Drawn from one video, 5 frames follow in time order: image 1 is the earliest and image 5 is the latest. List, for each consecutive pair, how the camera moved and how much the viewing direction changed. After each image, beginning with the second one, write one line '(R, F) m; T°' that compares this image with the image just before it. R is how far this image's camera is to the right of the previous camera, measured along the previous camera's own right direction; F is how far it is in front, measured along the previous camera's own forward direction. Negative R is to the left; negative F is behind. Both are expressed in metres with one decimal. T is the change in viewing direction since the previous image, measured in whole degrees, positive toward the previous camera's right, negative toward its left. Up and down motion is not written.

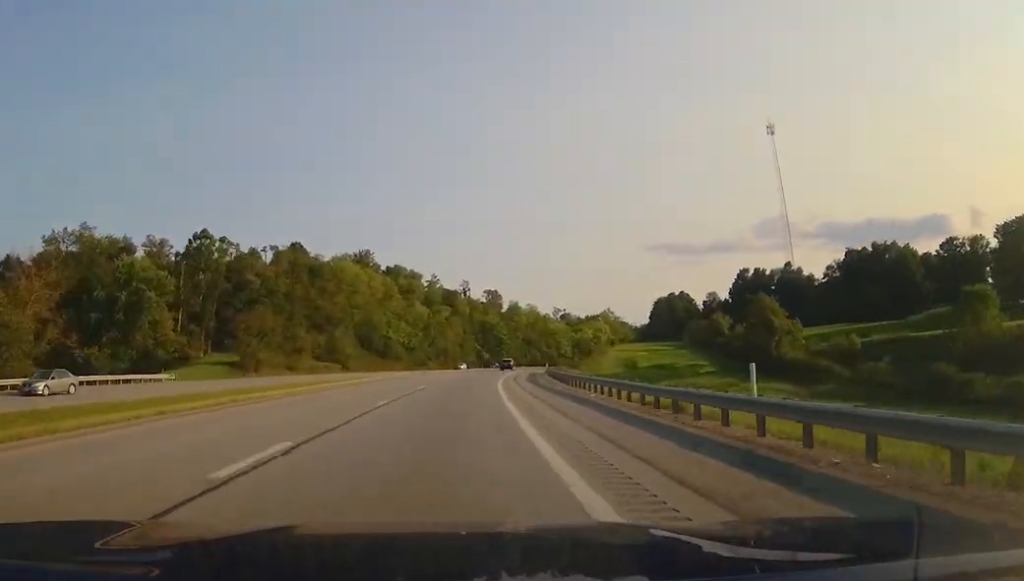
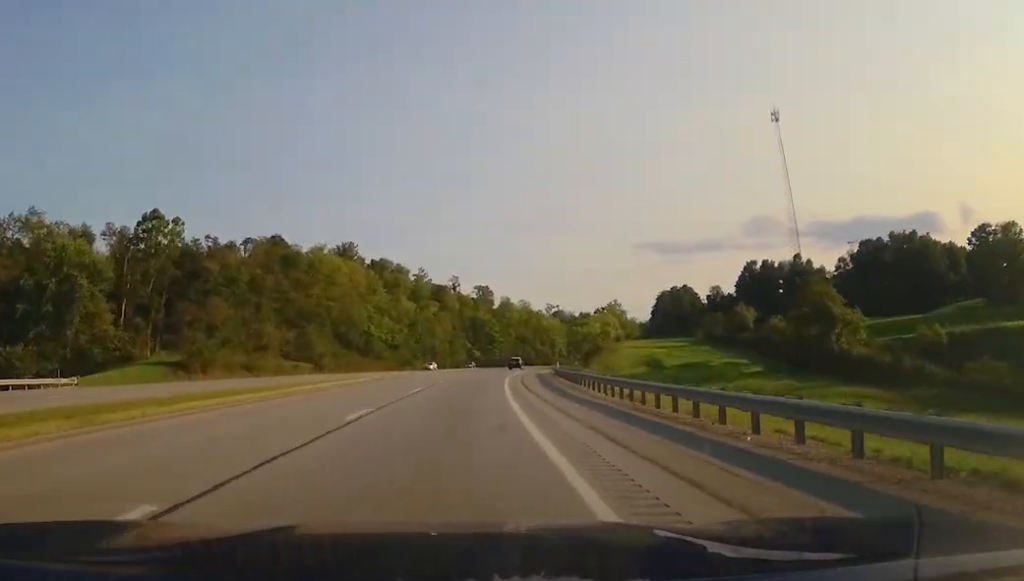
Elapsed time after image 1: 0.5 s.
(+0.1, +16.8) m; +1°
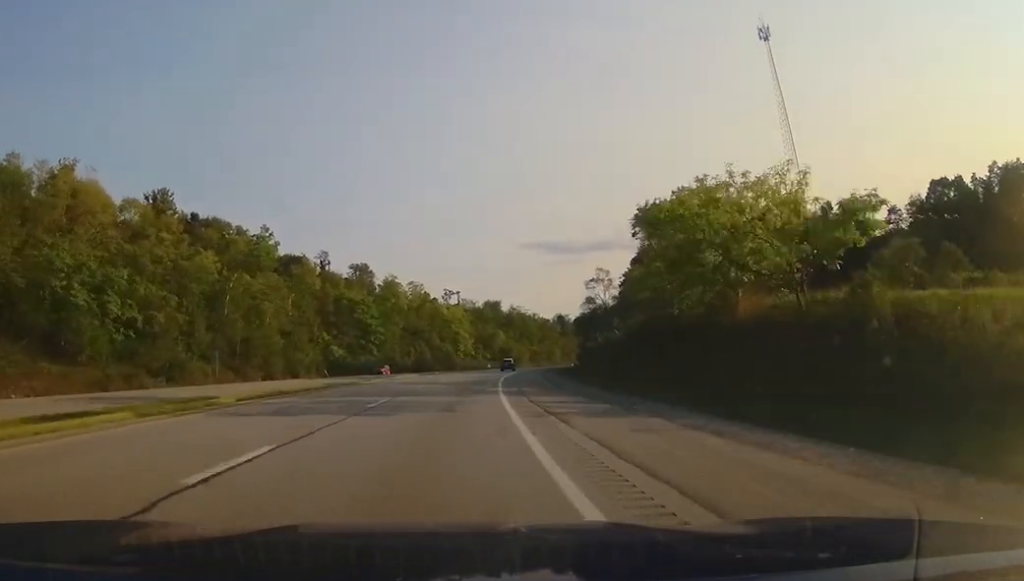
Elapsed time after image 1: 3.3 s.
(+5.9, +93.0) m; +8°
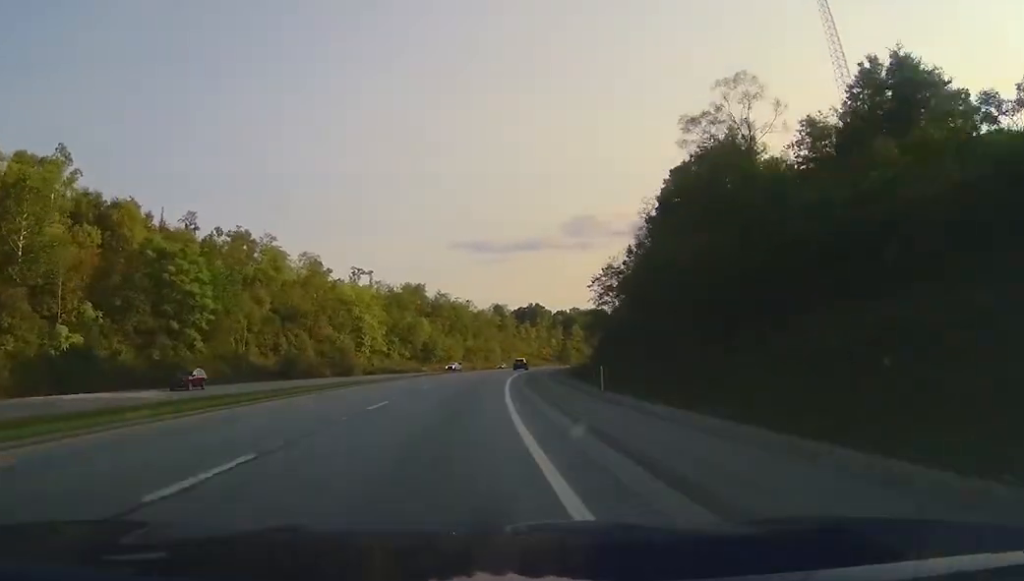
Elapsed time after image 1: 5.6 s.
(+6.2, +73.8) m; +8°
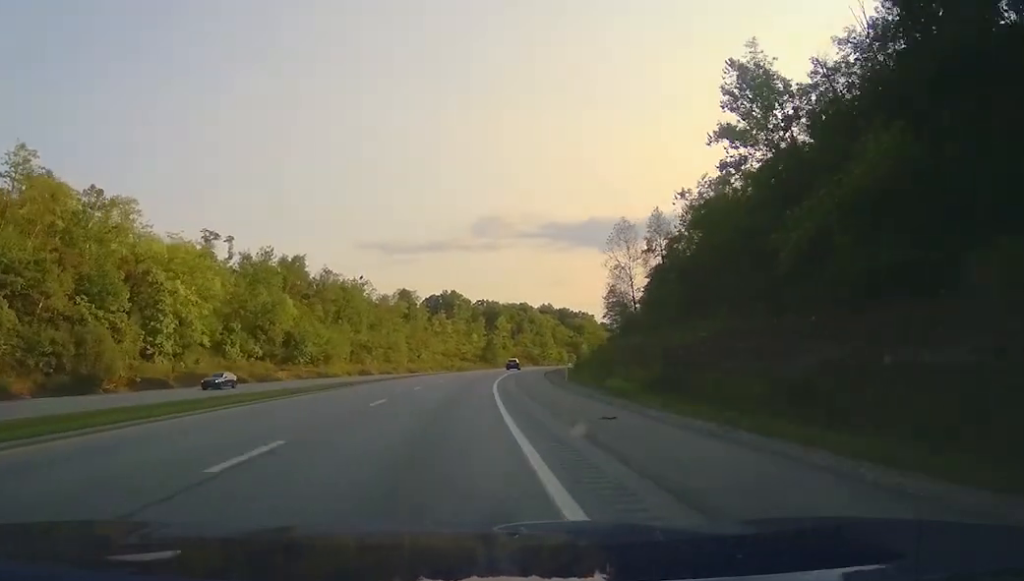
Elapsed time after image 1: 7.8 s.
(+4.5, +71.5) m; +8°
